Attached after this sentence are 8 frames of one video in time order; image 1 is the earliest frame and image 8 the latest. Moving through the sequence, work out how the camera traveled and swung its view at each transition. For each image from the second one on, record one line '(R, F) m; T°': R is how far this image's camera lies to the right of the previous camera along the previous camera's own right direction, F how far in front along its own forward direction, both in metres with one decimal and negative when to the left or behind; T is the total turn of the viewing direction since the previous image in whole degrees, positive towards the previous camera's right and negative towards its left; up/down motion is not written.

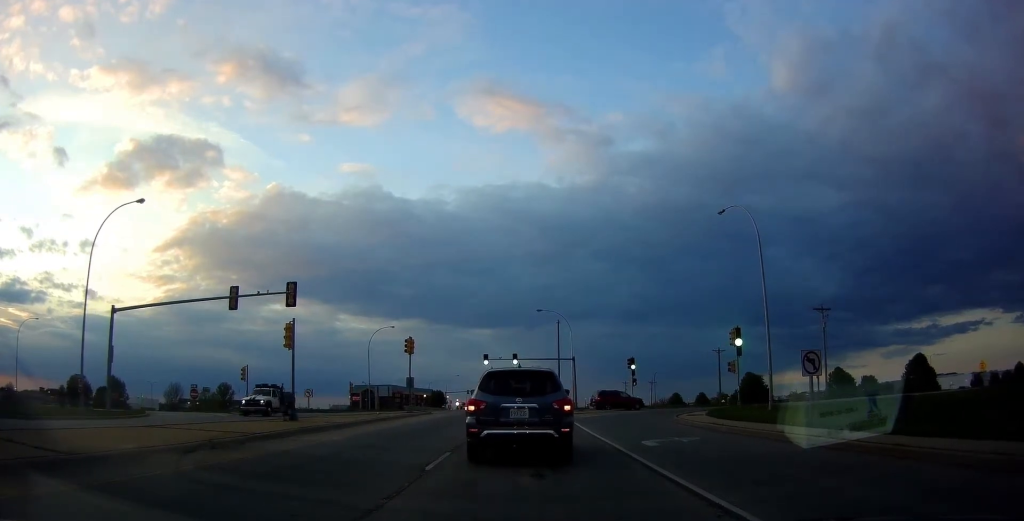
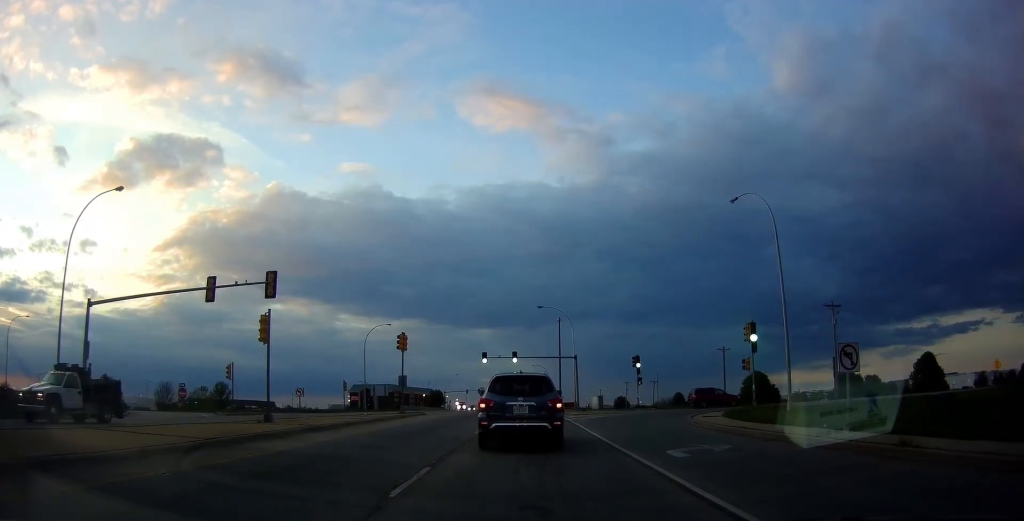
(0.0, +2.5) m; 0°
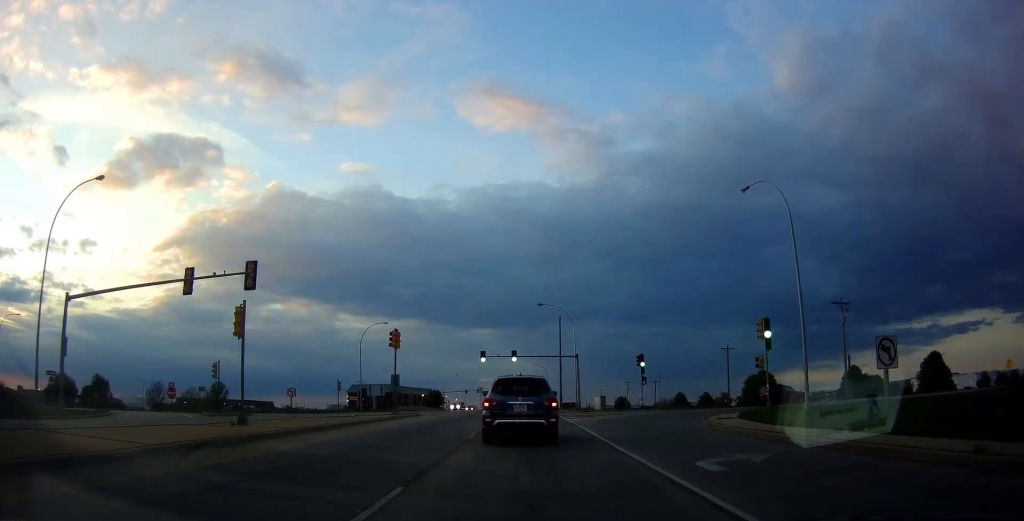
(0.0, +2.2) m; 0°
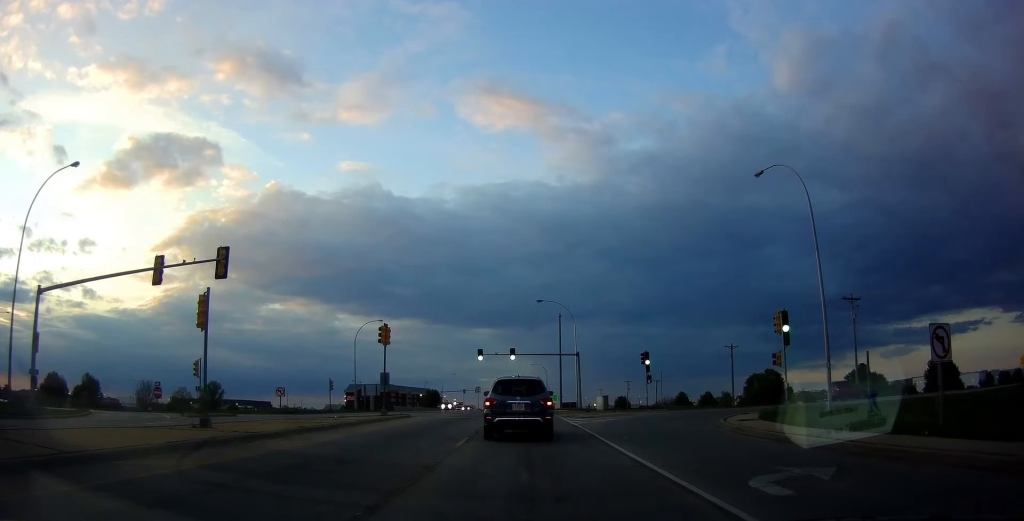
(0.0, +2.5) m; 0°
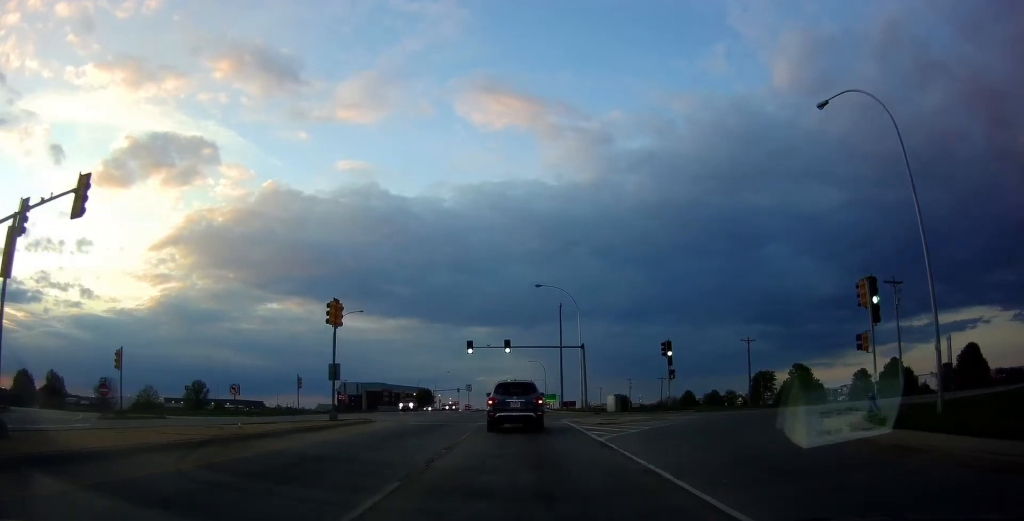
(0.0, +9.0) m; 0°
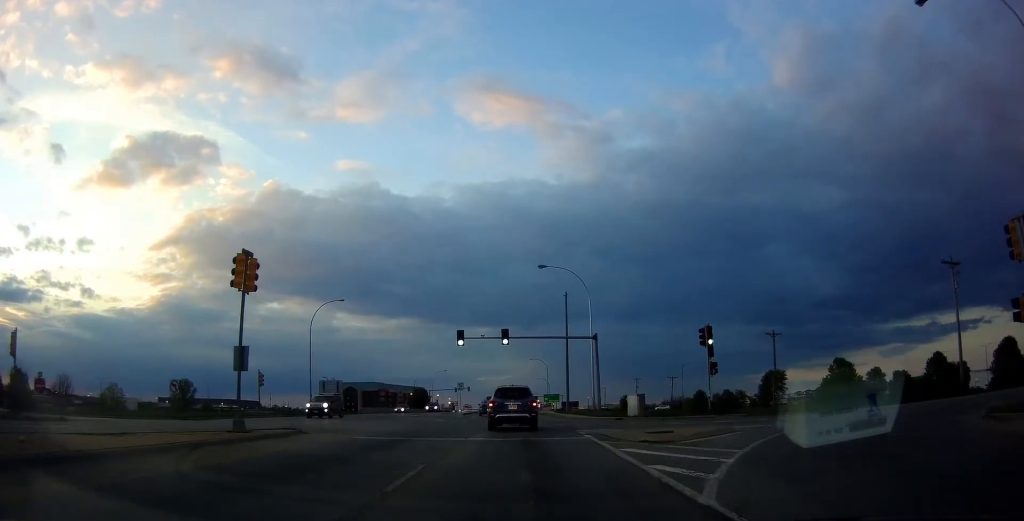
(0.0, +9.3) m; 0°
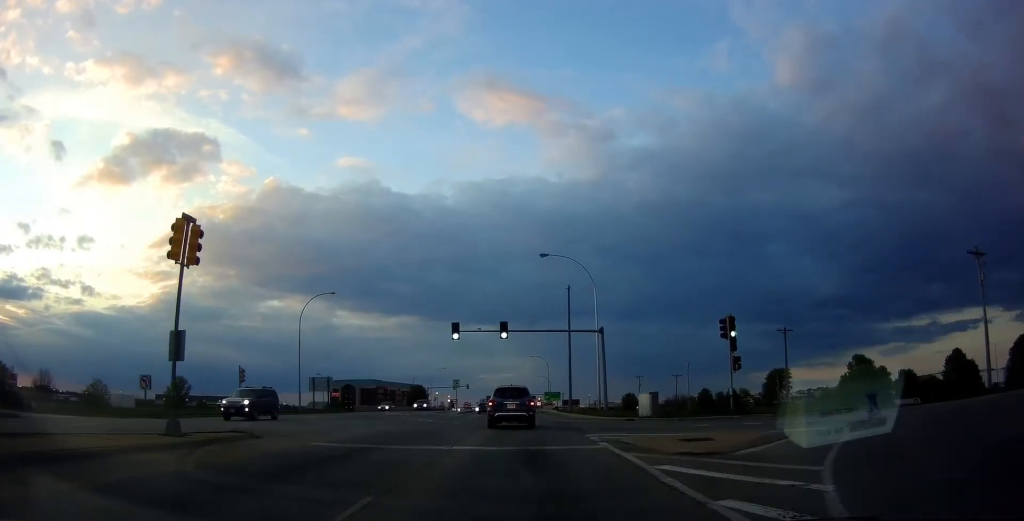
(0.0, +4.1) m; 0°
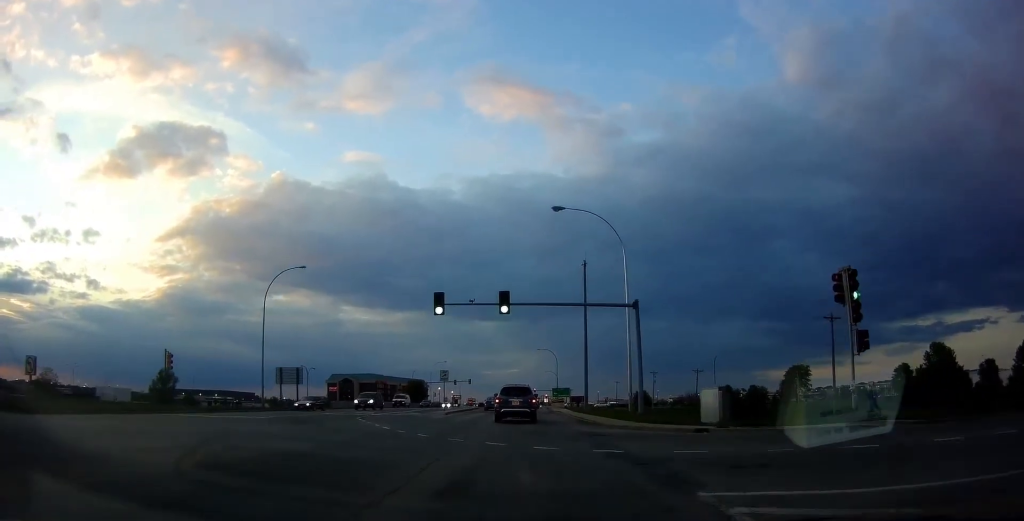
(+0.1, +11.7) m; +3°
